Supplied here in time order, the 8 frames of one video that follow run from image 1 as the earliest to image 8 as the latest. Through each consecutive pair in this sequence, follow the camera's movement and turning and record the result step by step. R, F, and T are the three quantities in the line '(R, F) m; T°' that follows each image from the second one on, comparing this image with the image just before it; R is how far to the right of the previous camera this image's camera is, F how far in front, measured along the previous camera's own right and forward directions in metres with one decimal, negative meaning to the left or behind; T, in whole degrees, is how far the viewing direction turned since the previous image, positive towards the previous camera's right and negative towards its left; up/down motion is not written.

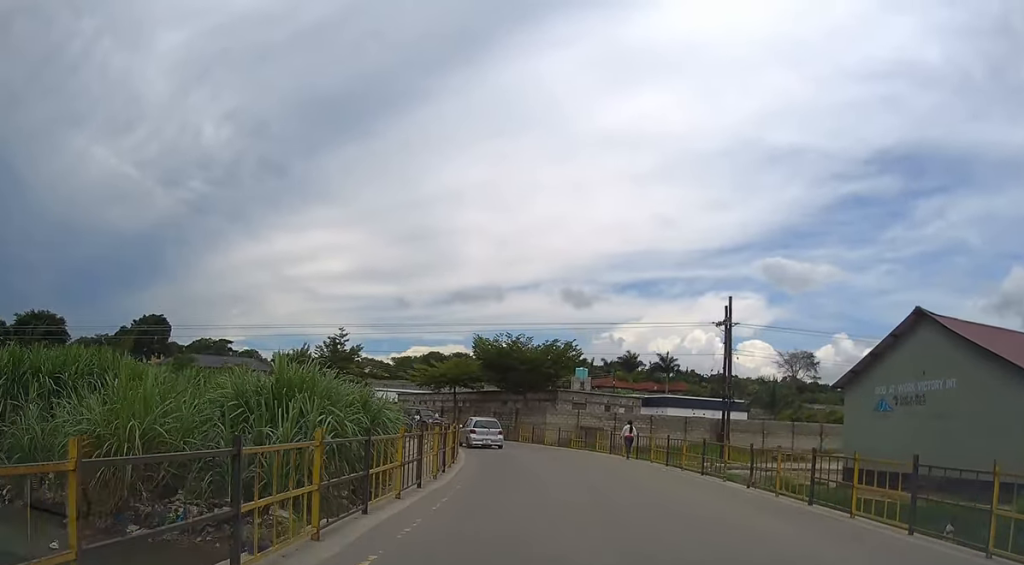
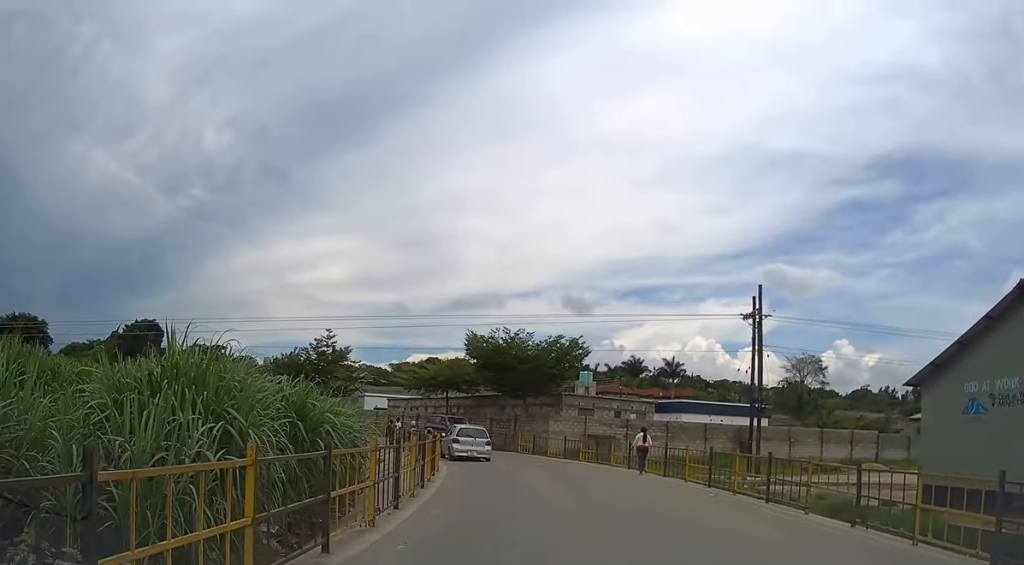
(0.0, +6.1) m; 0°
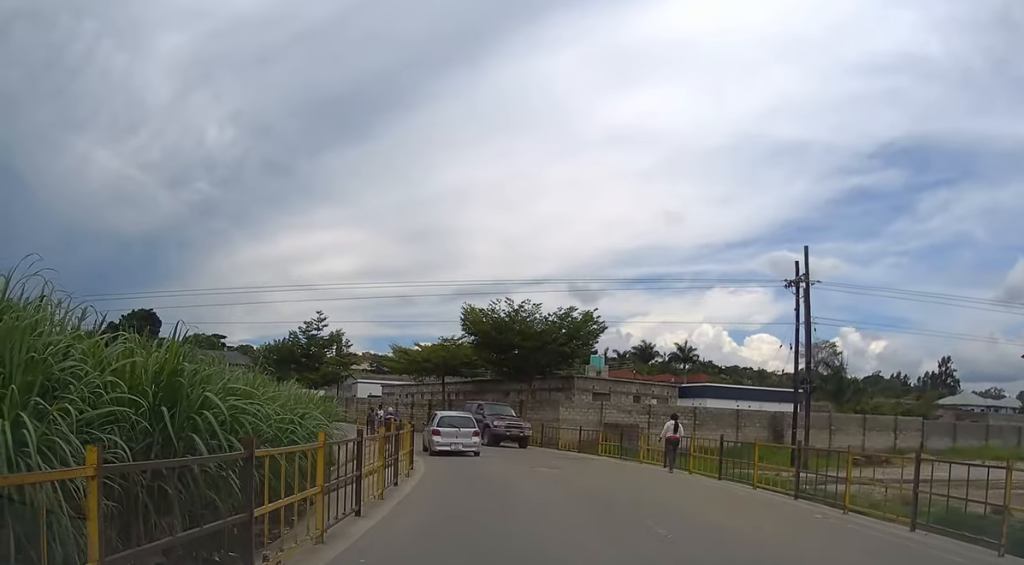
(+0.1, +6.3) m; 0°
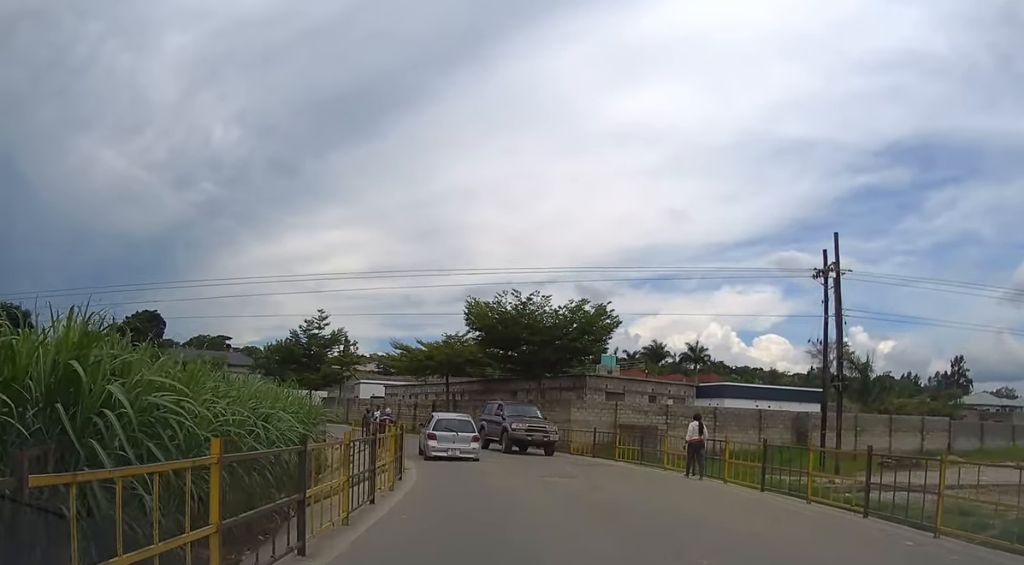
(0.0, +2.7) m; -1°
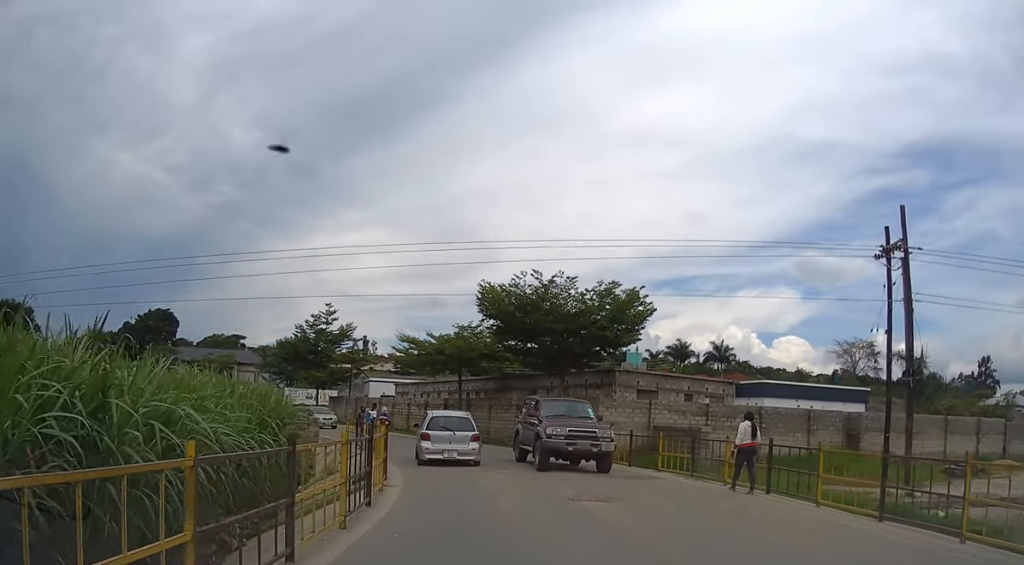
(-0.1, +4.6) m; -2°
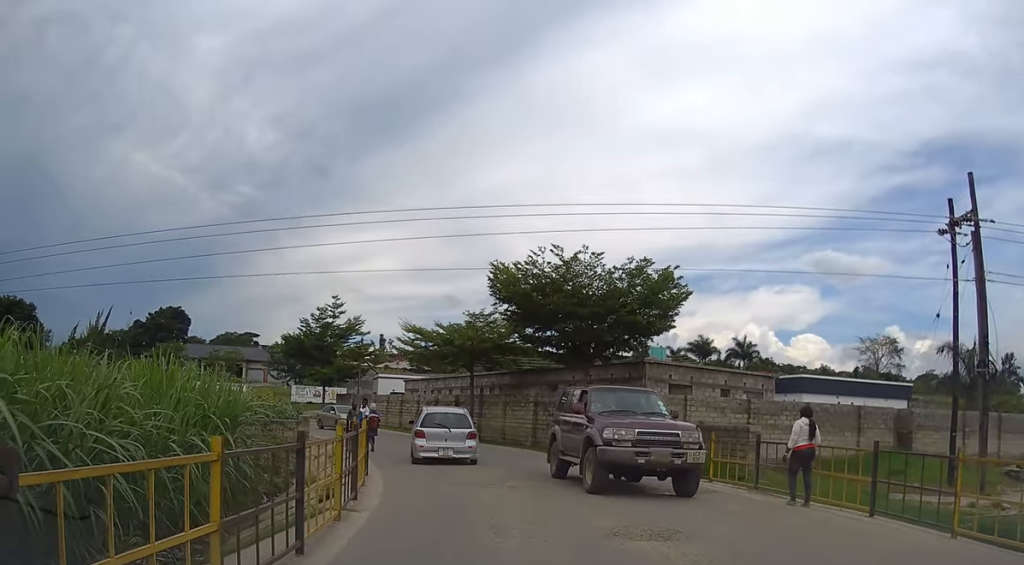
(0.0, +4.0) m; -2°
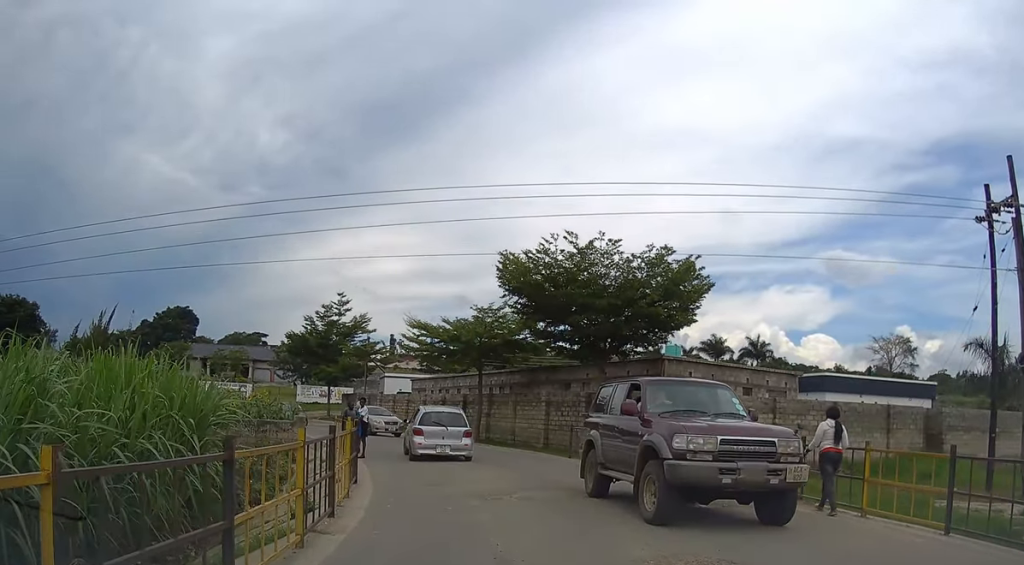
(0.0, +2.3) m; -1°
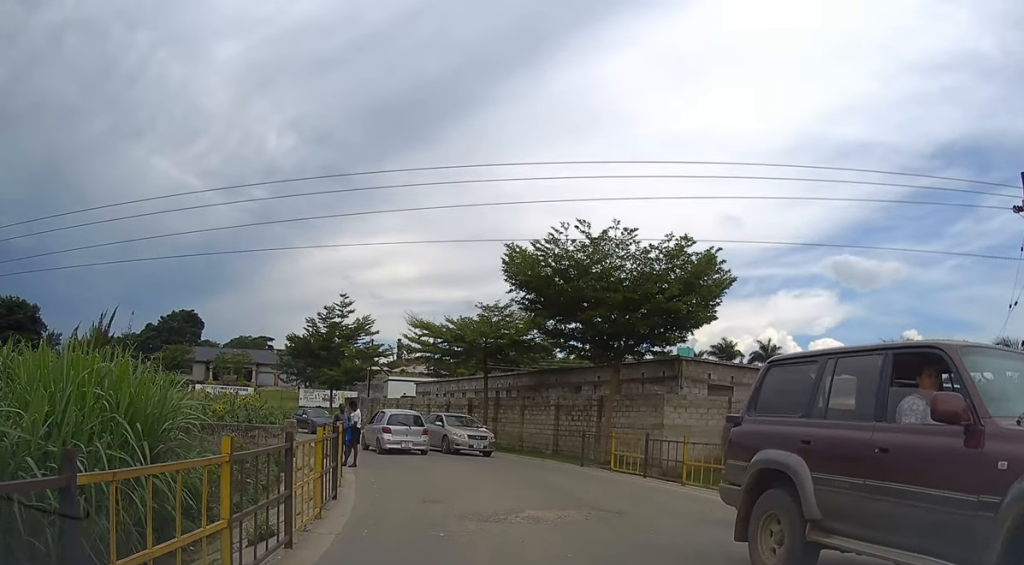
(0.0, +2.3) m; 0°
